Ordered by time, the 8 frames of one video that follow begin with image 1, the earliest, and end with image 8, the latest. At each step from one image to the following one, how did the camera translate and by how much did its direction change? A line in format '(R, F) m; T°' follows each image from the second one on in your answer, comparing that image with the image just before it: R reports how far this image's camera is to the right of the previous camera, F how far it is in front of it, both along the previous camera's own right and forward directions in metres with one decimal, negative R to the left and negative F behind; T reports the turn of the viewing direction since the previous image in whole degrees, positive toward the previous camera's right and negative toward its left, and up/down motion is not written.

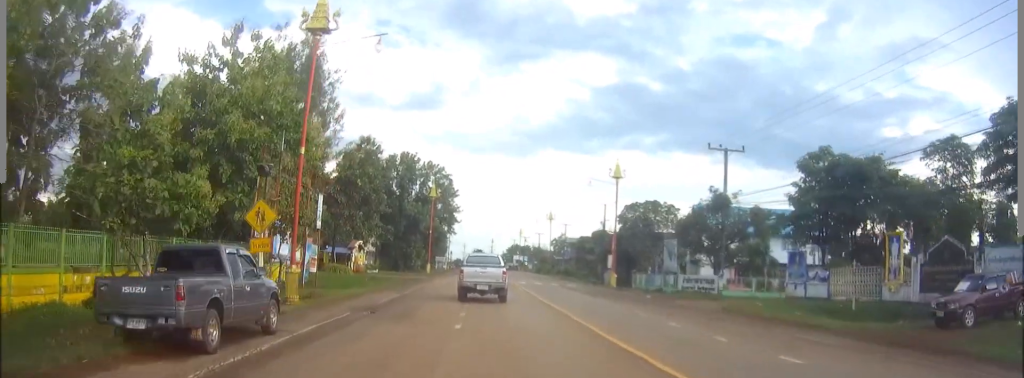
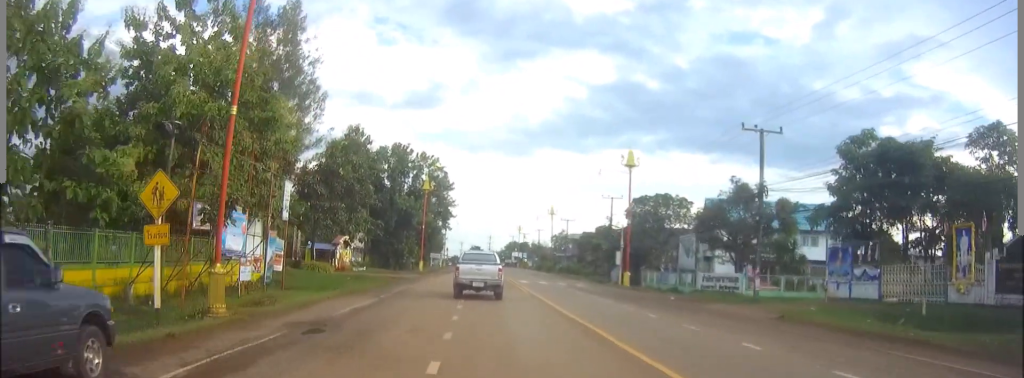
(+0.1, +6.9) m; 0°
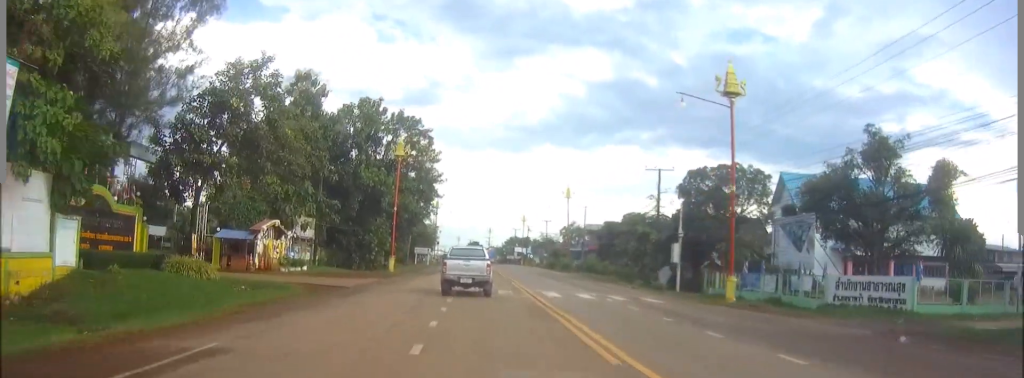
(0.0, +22.4) m; 0°
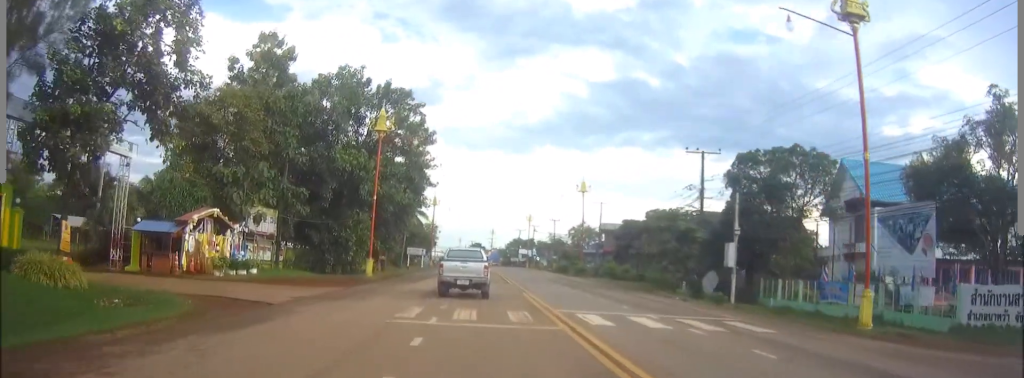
(+0.1, +11.4) m; 0°
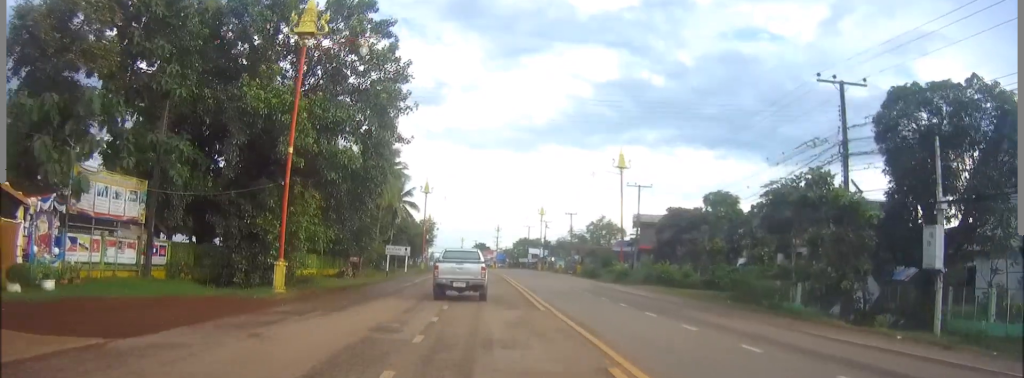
(-0.1, +19.7) m; -1°
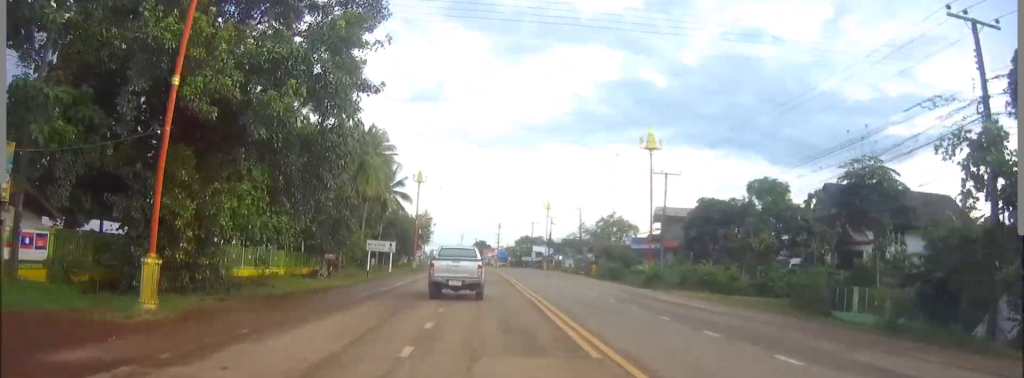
(-0.1, +10.1) m; 0°
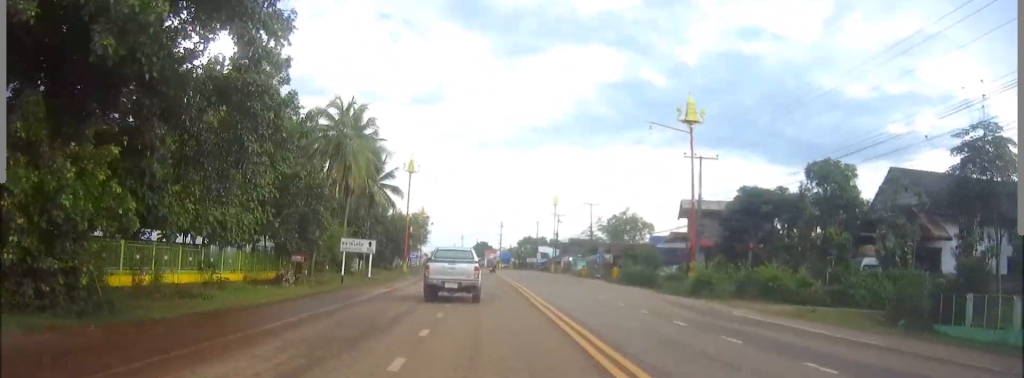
(+0.1, +9.5) m; 0°
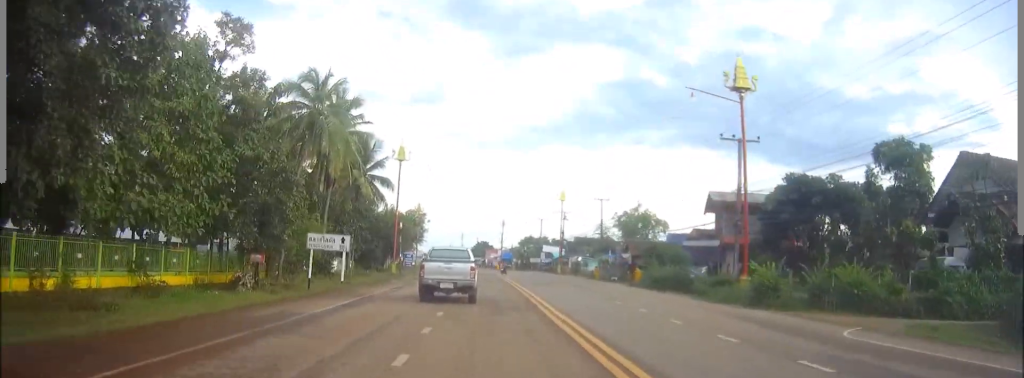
(0.0, +7.6) m; 0°
